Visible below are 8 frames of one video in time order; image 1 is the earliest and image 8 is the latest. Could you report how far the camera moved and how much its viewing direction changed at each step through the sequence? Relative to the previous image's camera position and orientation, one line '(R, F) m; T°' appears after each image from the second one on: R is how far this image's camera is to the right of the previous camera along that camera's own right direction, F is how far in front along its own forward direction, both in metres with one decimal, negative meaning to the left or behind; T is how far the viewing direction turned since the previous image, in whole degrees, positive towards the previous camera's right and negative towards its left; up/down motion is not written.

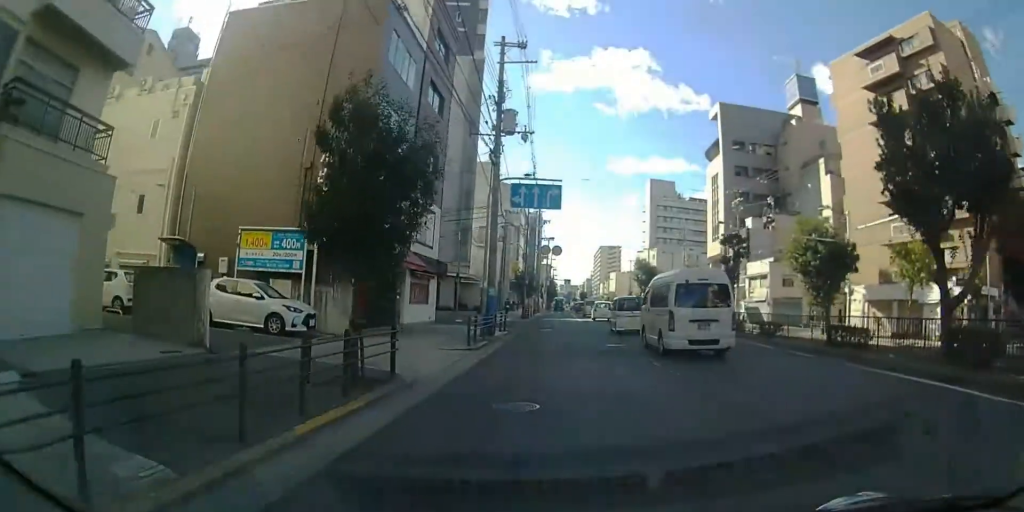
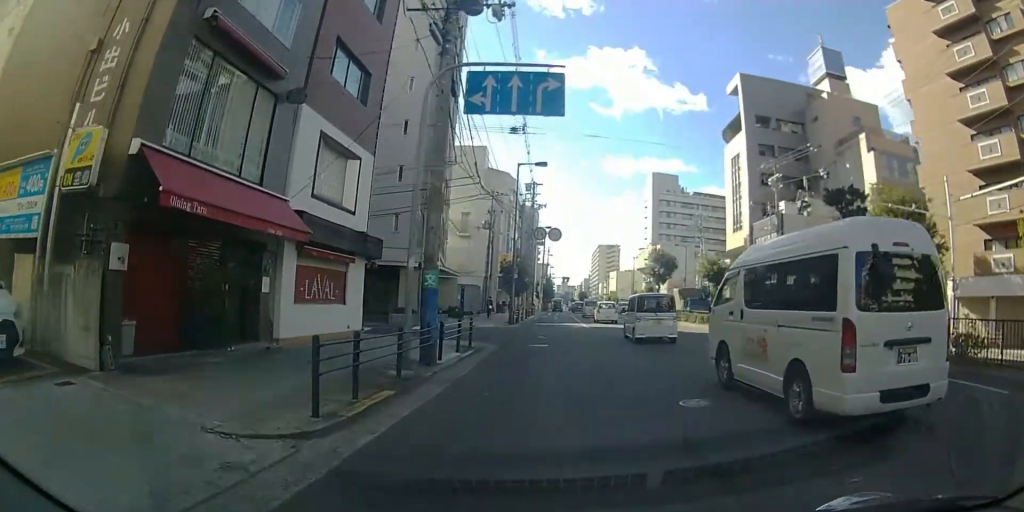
(+0.3, +11.2) m; +4°
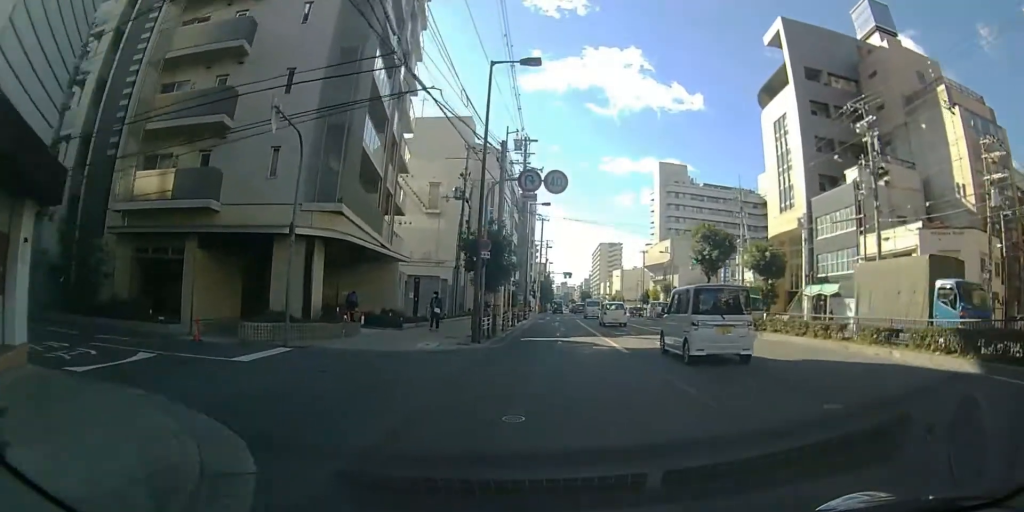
(+0.5, +15.3) m; 0°
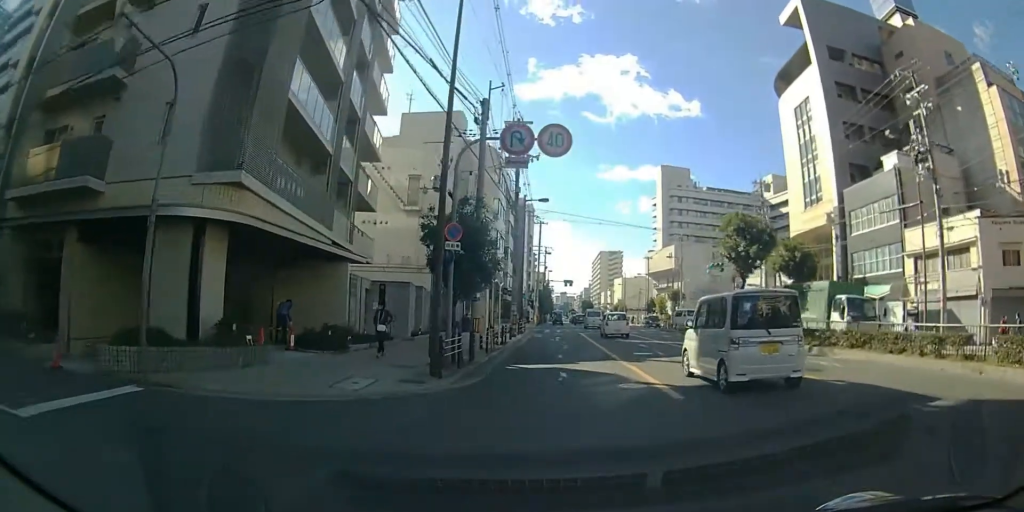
(-0.3, +6.0) m; -1°
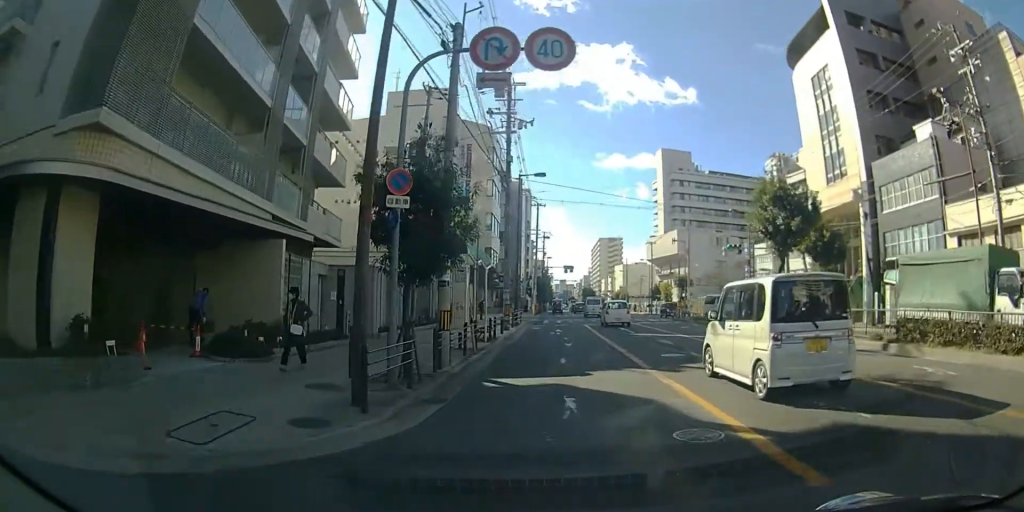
(0.0, +4.6) m; -1°
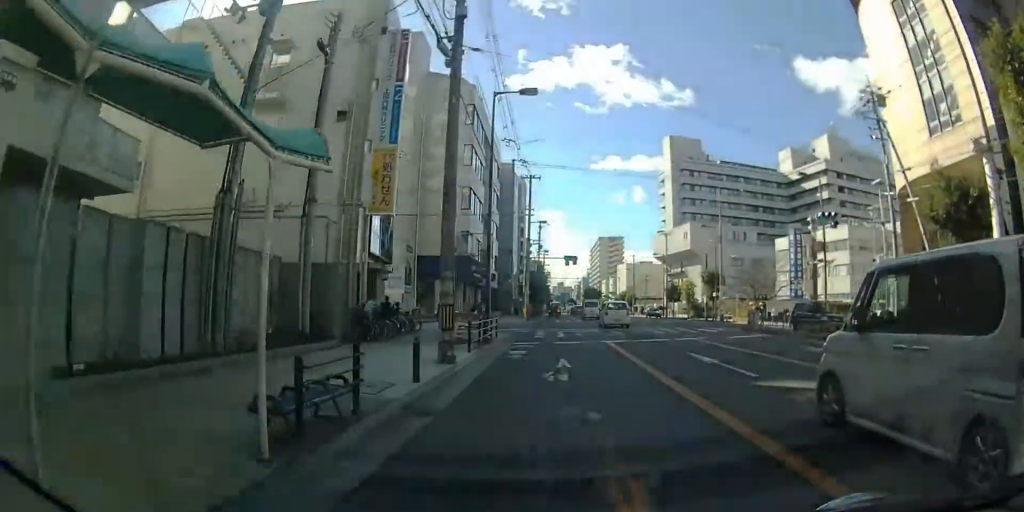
(-0.3, +15.1) m; -1°
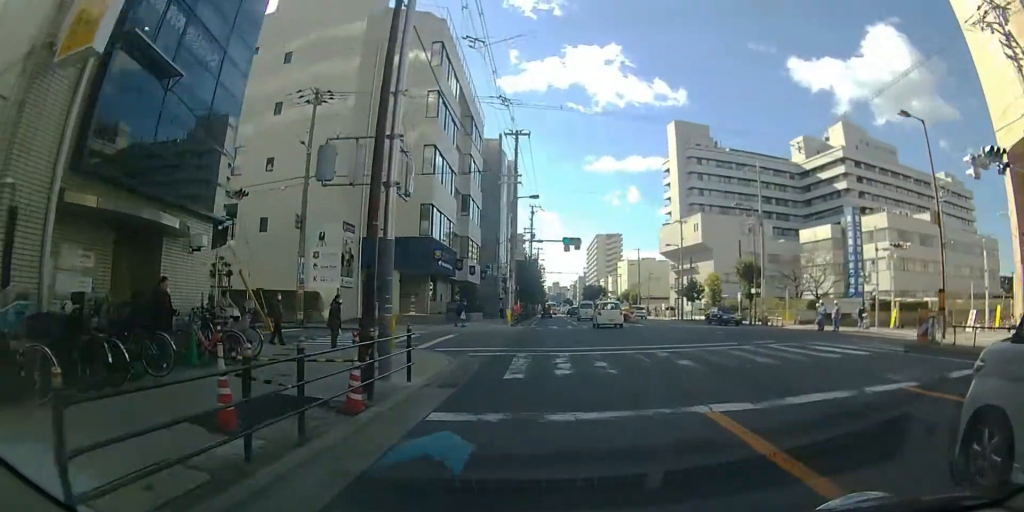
(+0.4, +13.0) m; +2°
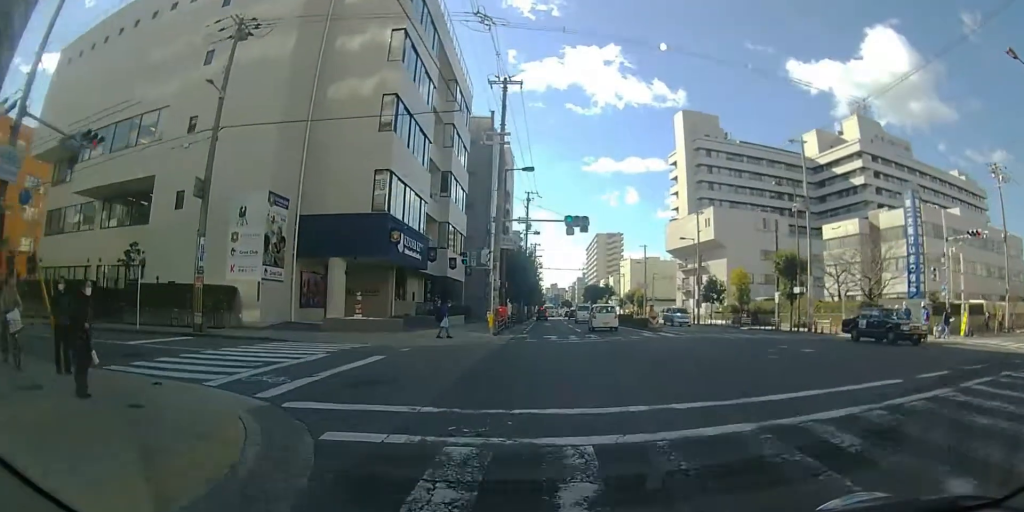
(0.0, +9.1) m; +1°
